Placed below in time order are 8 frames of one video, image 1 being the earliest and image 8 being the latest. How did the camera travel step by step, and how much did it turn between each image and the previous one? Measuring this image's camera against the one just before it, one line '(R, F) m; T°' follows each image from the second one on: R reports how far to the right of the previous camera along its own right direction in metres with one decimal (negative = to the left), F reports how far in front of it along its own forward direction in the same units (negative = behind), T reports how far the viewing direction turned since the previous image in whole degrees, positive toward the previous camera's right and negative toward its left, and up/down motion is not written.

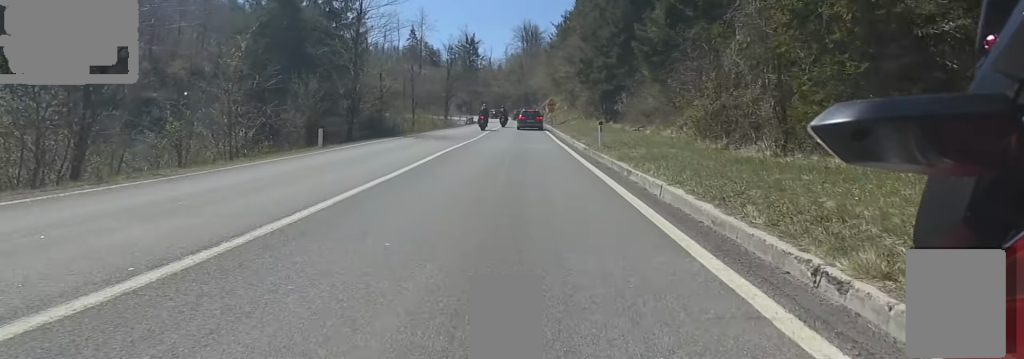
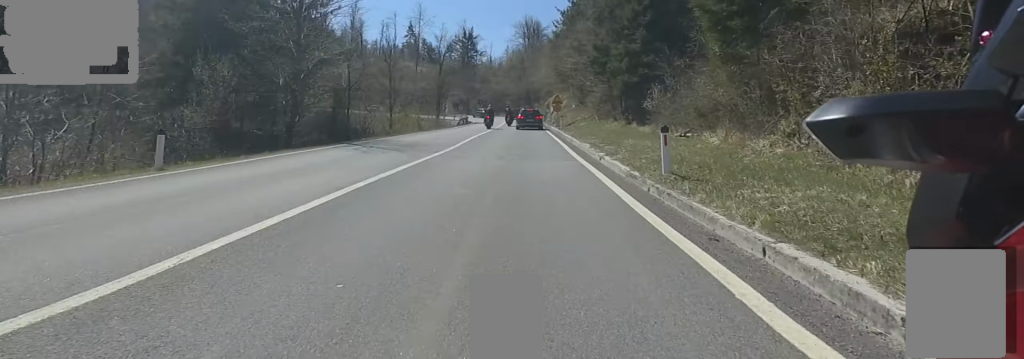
(-0.5, +7.6) m; 0°
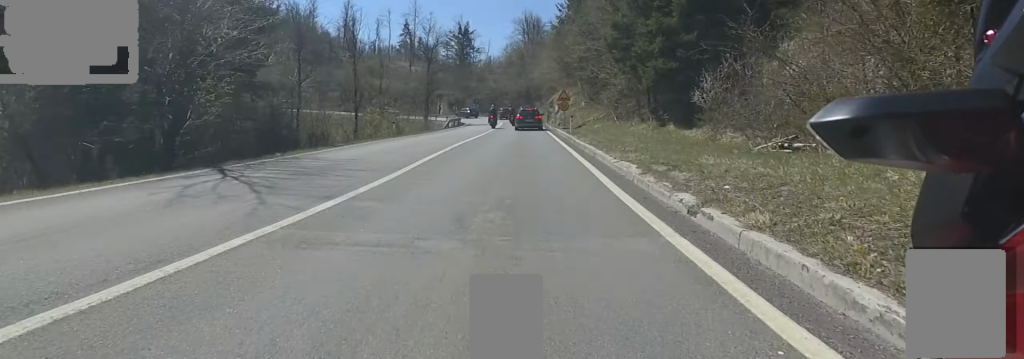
(-0.2, +7.4) m; 0°
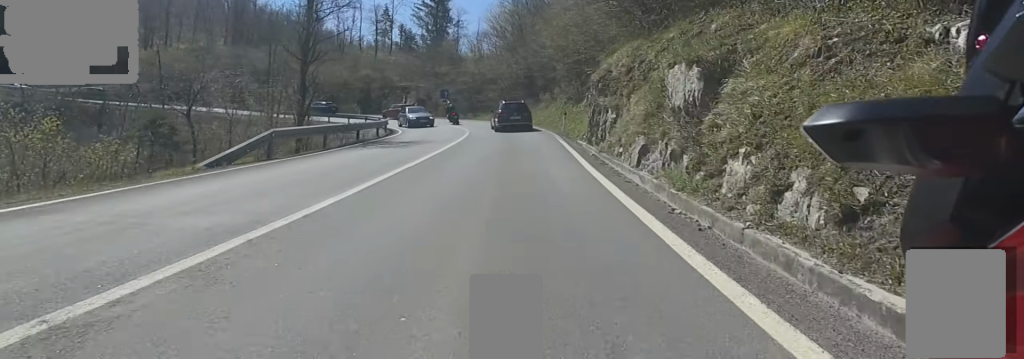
(-0.1, +31.1) m; -3°
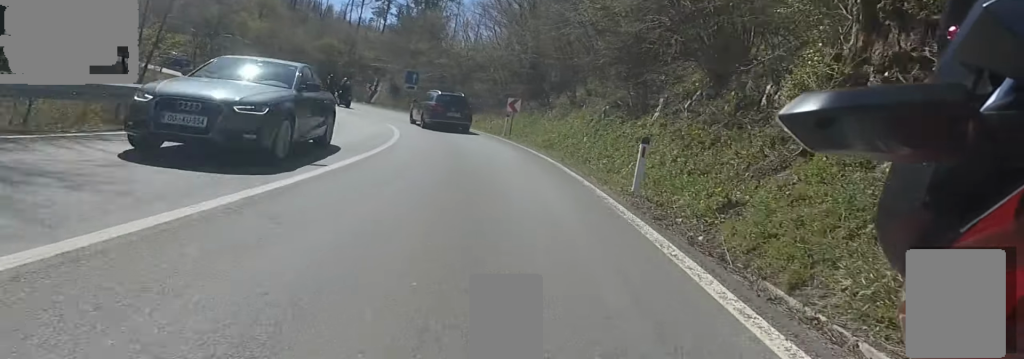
(0.0, +14.8) m; -3°
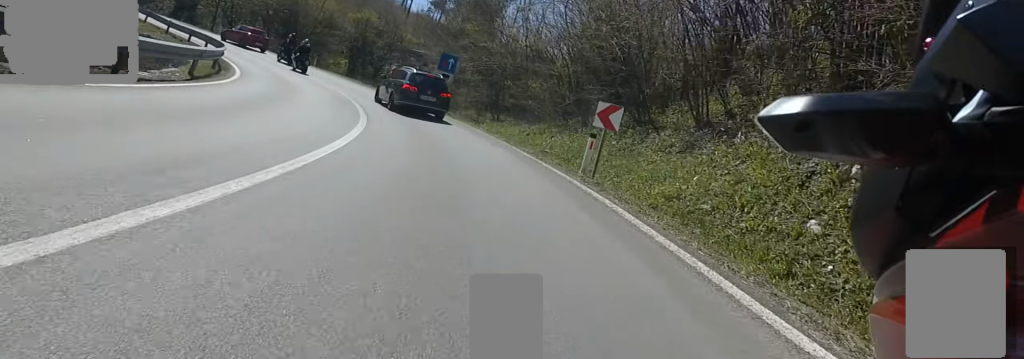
(+0.2, +9.6) m; -8°
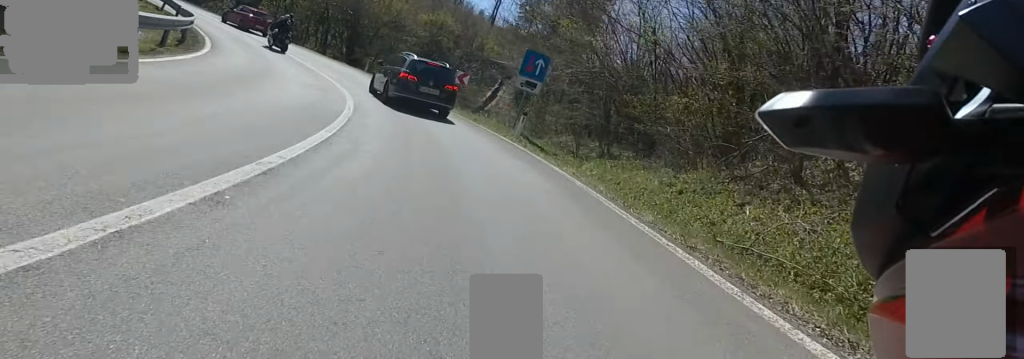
(-1.6, +8.7) m; -9°
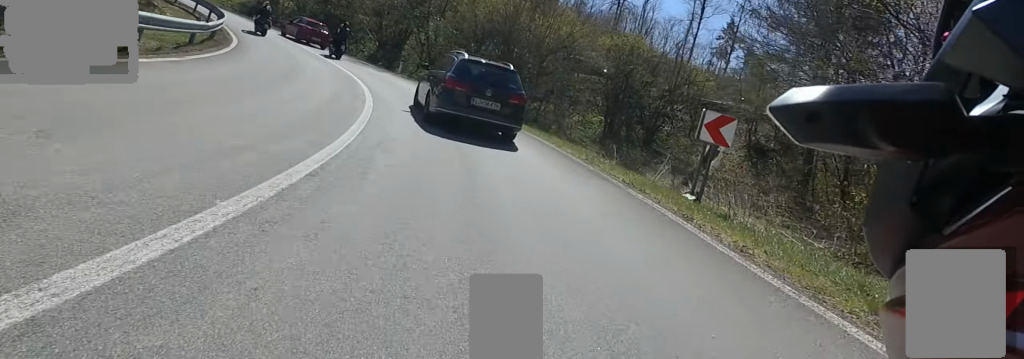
(-0.6, +13.0) m; -10°
